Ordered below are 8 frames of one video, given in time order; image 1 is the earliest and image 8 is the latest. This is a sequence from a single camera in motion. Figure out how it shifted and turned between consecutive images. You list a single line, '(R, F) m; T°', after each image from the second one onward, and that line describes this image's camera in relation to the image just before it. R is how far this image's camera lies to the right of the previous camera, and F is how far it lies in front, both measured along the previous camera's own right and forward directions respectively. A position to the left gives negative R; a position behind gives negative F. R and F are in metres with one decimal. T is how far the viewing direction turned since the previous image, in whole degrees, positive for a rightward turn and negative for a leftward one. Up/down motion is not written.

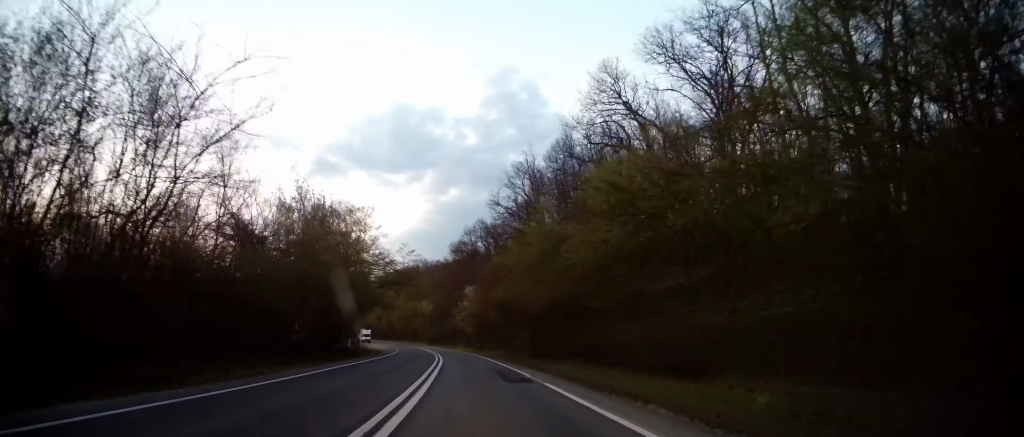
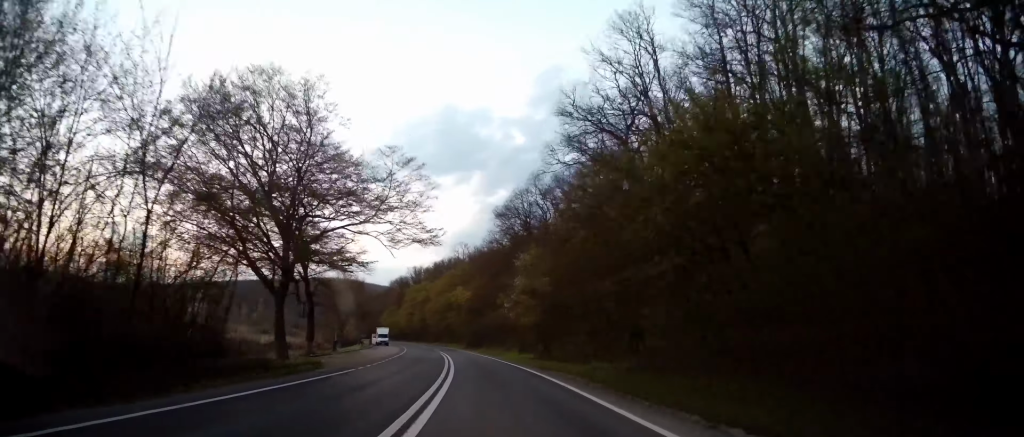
(-0.9, +32.2) m; -4°
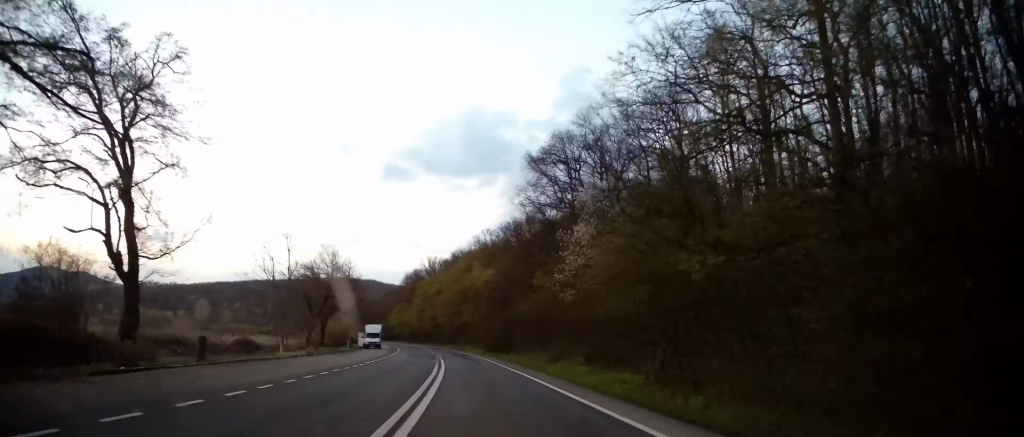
(-1.0, +25.1) m; -3°
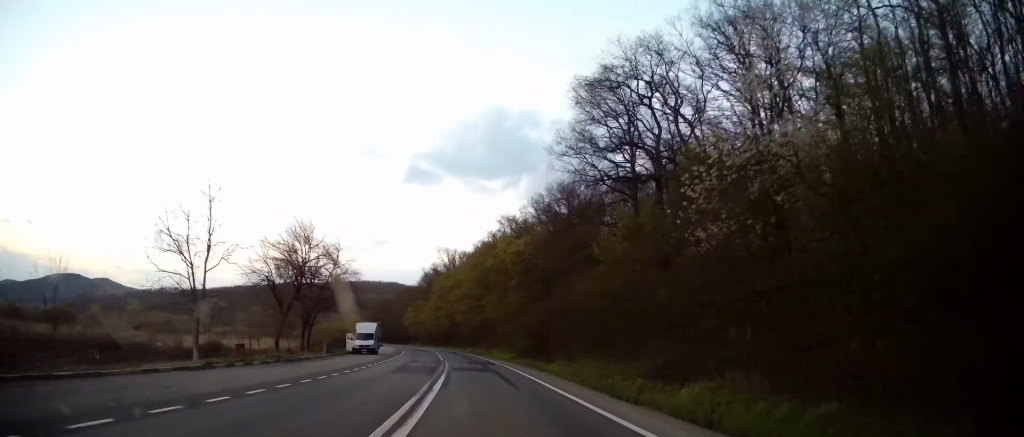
(-0.2, +17.2) m; -2°
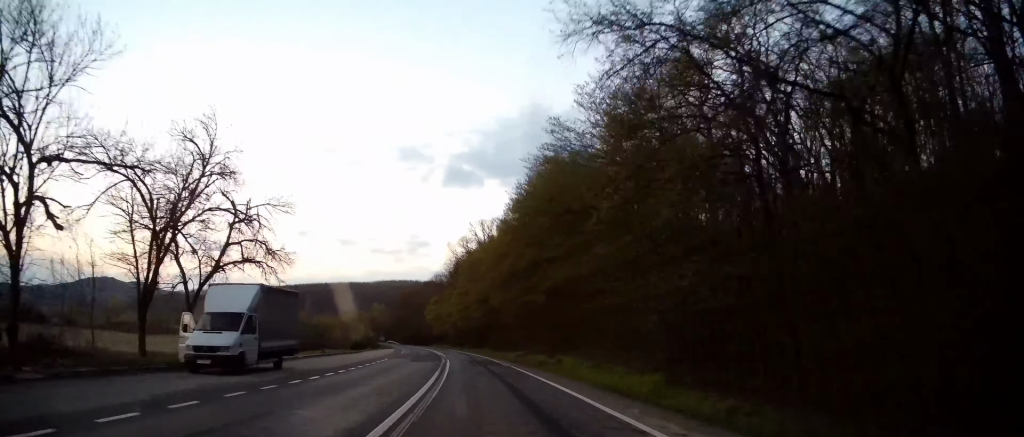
(-1.4, +34.5) m; -5°
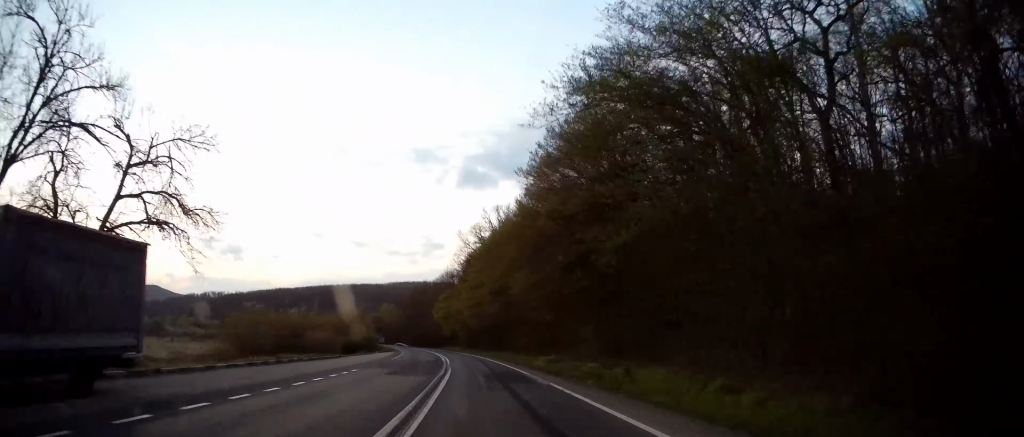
(-0.4, +12.4) m; -1°
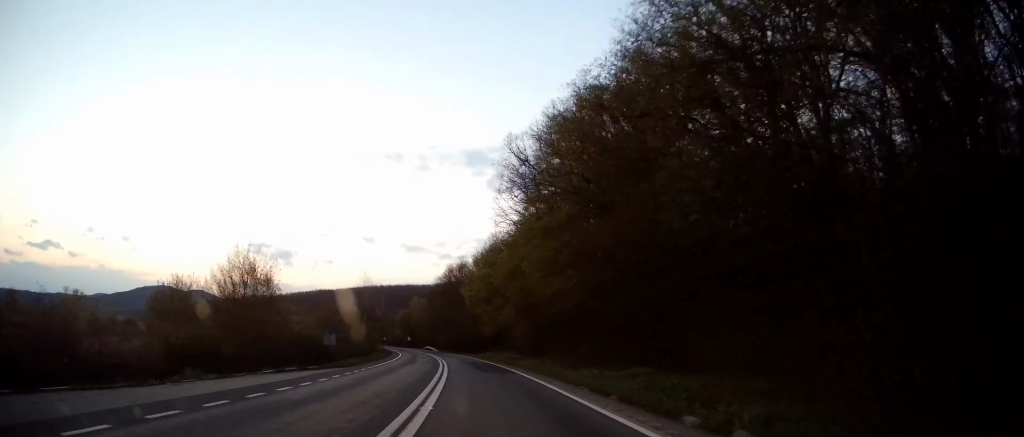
(-1.8, +42.8) m; -5°
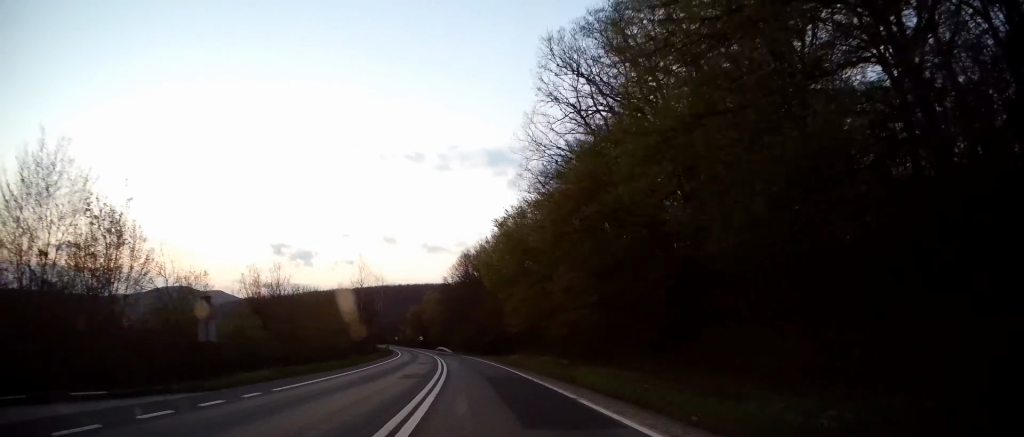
(-0.3, +16.7) m; -3°
